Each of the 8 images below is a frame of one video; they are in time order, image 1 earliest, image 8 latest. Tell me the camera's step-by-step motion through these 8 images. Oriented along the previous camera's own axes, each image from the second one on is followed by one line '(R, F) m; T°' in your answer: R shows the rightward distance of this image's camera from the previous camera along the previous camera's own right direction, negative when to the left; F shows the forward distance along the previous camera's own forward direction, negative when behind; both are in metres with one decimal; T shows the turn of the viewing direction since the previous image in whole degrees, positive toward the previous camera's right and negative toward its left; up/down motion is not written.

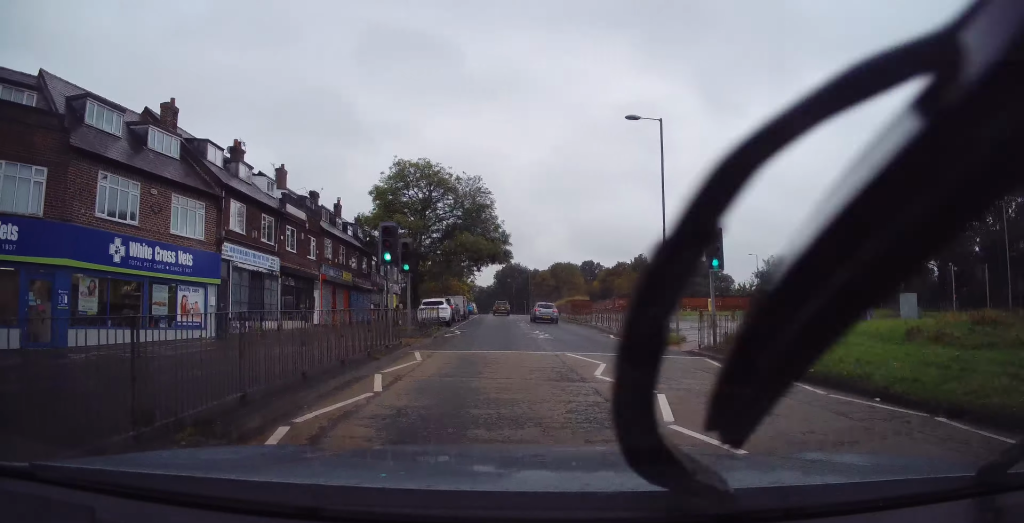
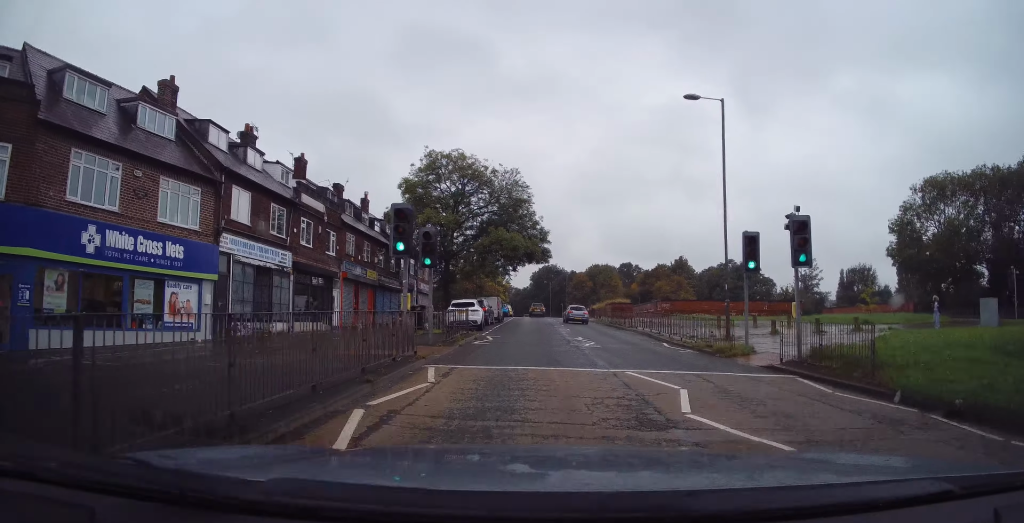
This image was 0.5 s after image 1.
(-0.1, +2.9) m; -3°
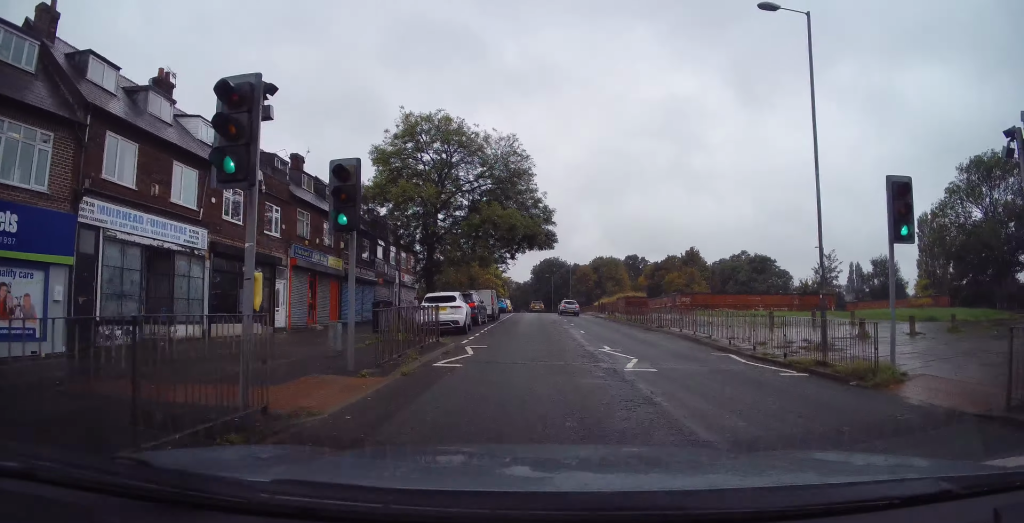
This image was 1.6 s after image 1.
(-0.1, +7.2) m; -2°
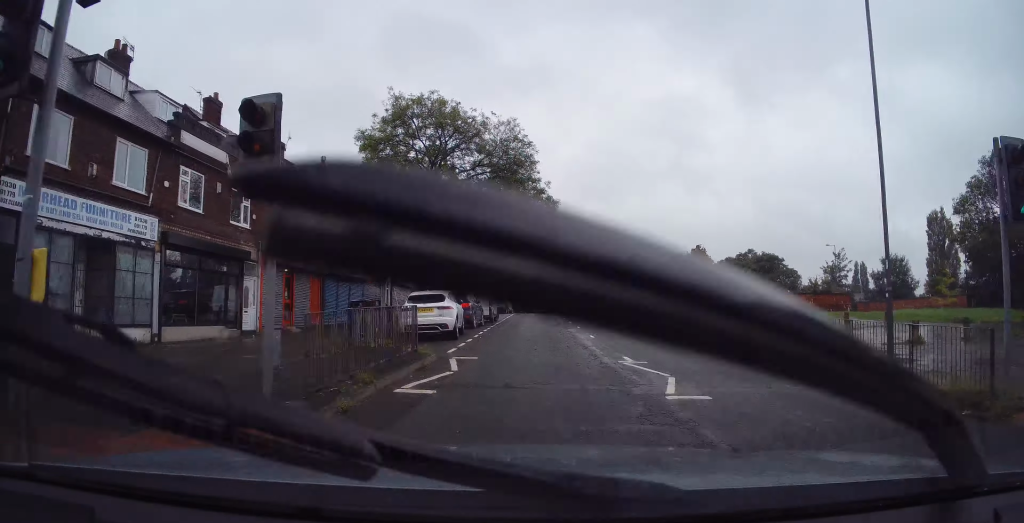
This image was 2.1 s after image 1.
(-0.1, +3.0) m; 0°
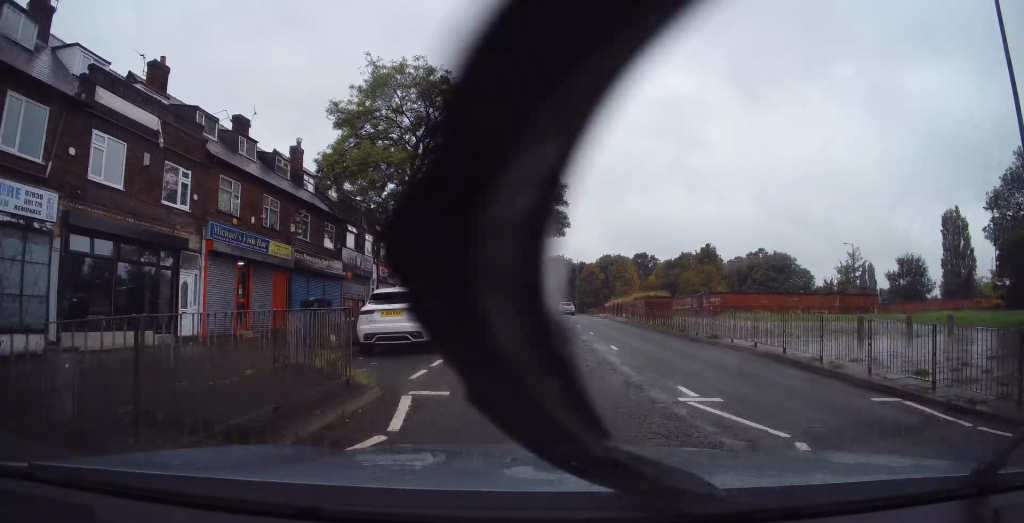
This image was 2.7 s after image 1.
(-0.1, +4.6) m; 0°
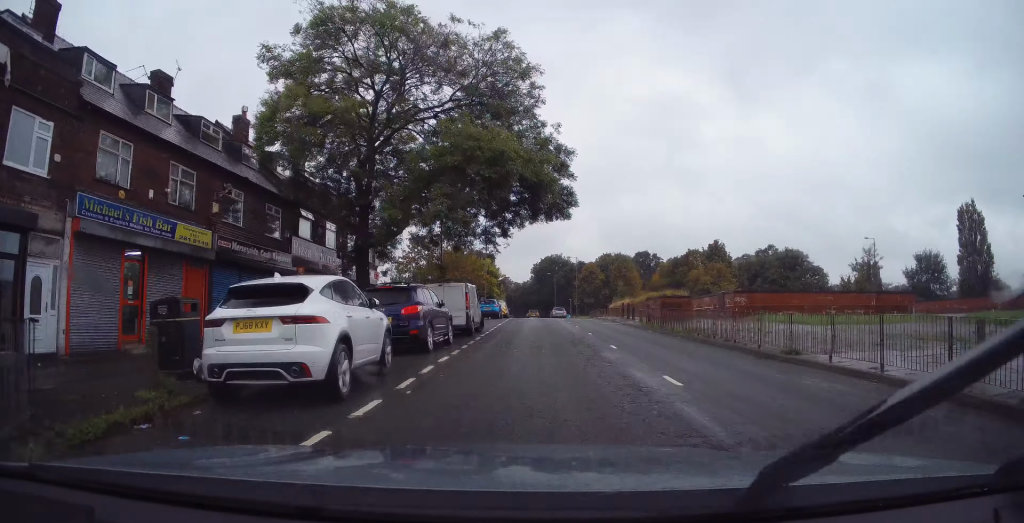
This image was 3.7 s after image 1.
(+0.2, +6.4) m; +2°
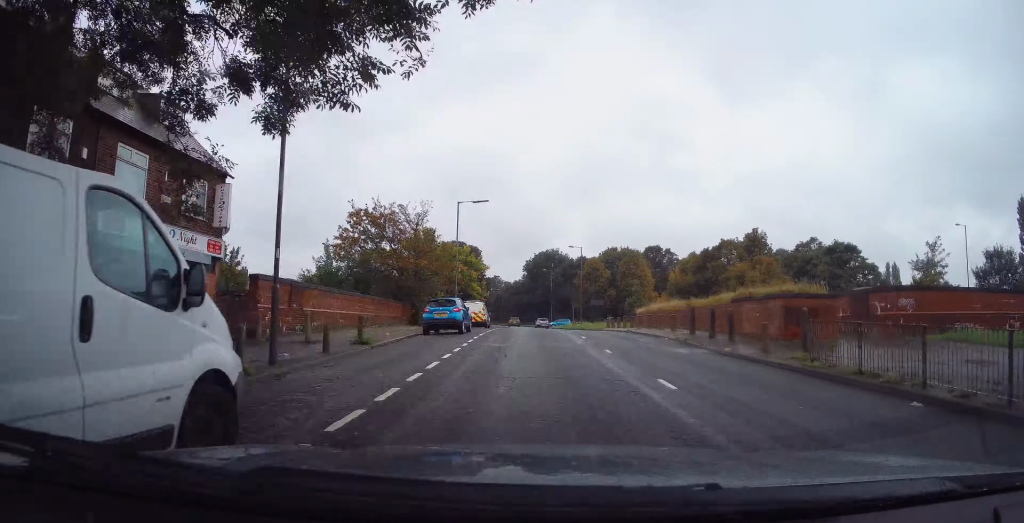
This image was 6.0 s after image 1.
(-0.3, +18.5) m; -4°
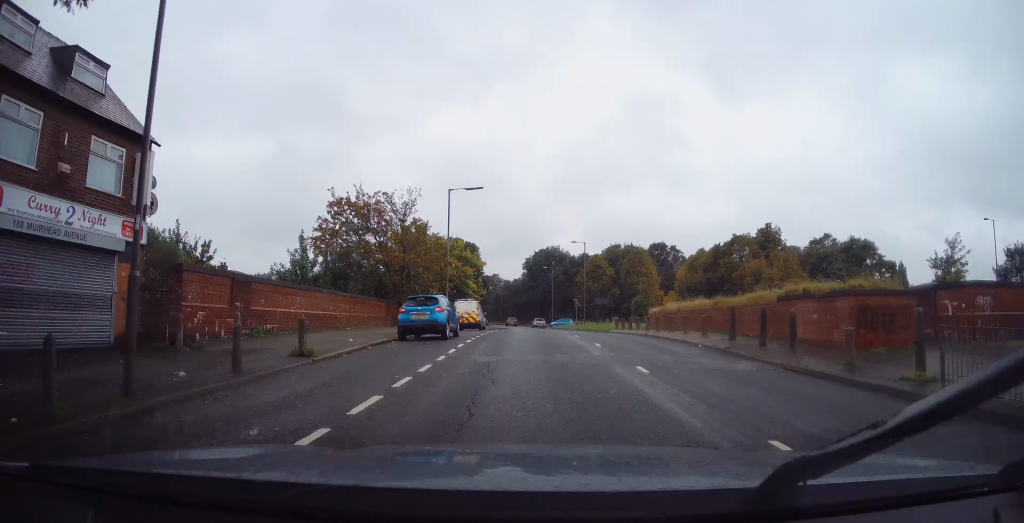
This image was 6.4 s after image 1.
(-0.1, +4.3) m; -1°
